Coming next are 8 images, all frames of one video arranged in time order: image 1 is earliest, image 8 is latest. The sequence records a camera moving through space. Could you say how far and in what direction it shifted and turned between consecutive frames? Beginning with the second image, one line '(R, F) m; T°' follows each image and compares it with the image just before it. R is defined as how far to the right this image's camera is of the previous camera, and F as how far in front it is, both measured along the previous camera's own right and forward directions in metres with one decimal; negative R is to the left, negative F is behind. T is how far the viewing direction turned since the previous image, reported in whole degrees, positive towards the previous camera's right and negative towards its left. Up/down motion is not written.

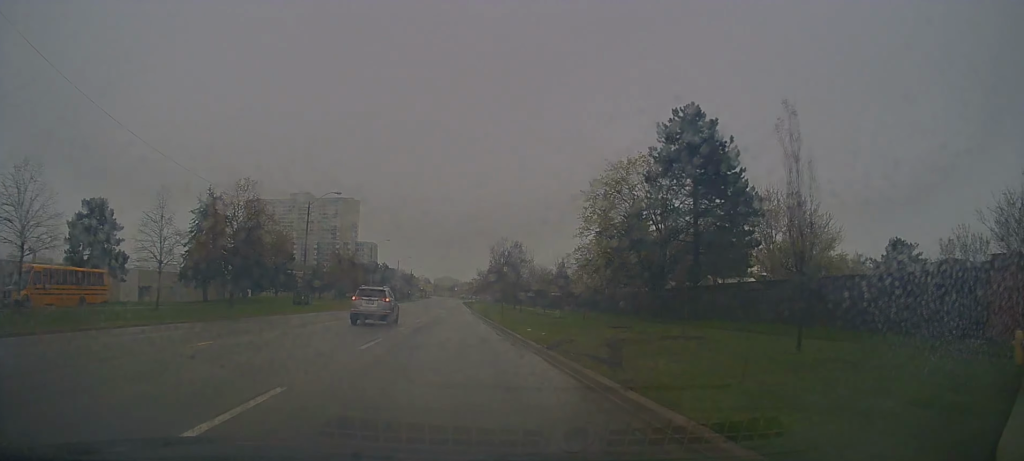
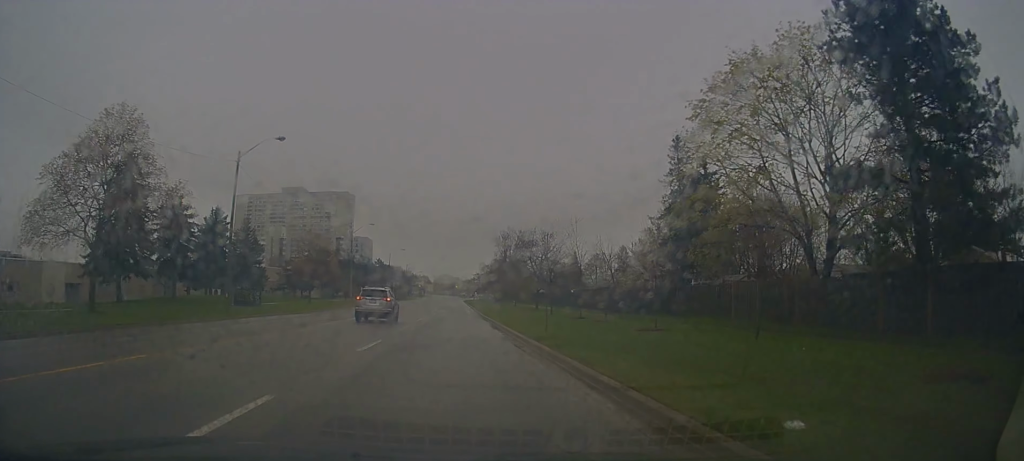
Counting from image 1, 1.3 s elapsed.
(-0.5, +19.3) m; -3°
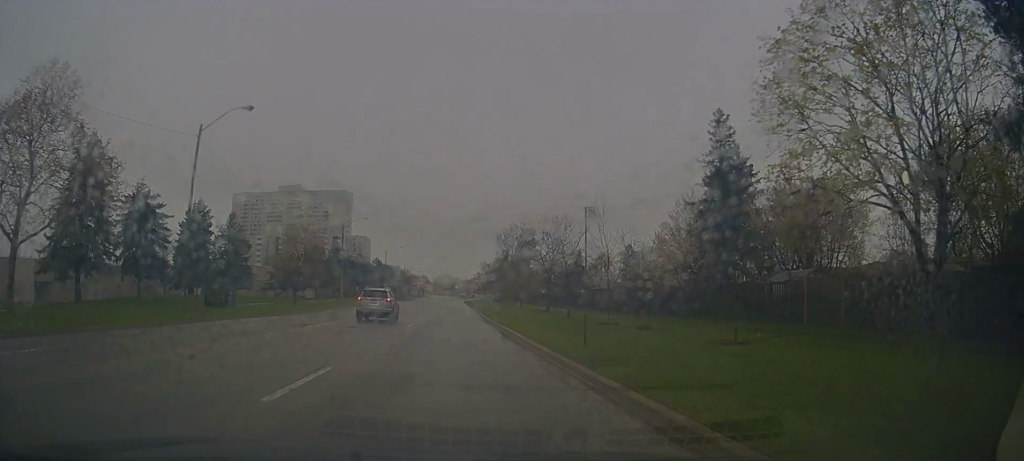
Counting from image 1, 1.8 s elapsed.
(-0.2, +6.6) m; 0°
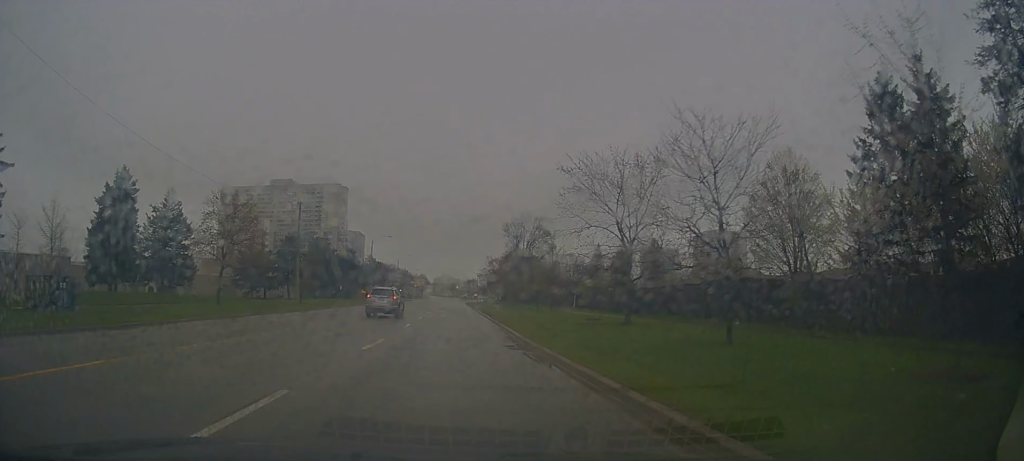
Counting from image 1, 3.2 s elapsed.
(+0.4, +21.3) m; +3°
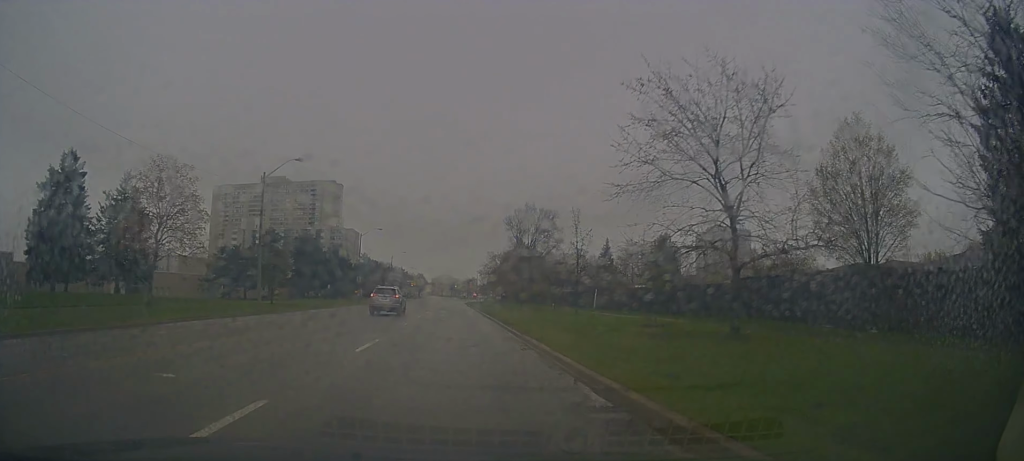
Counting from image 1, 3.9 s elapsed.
(+0.1, +10.5) m; 0°
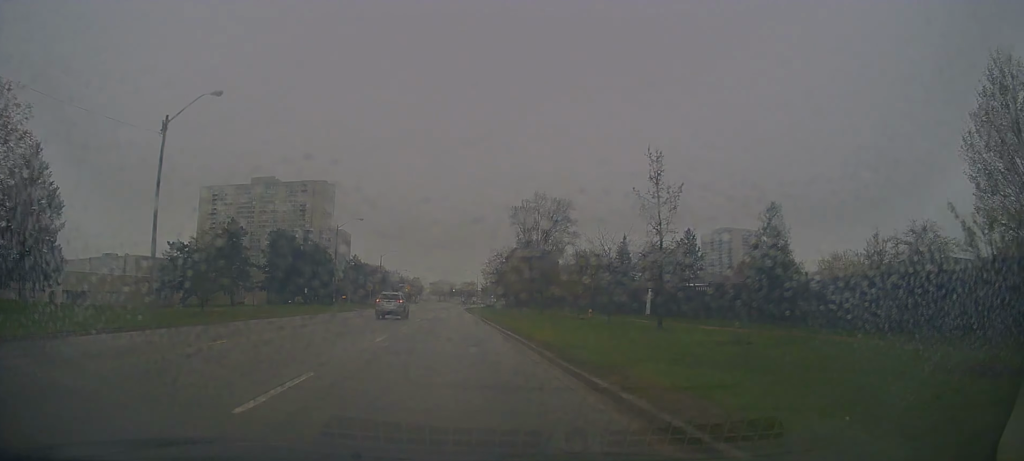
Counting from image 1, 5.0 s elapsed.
(-0.1, +15.5) m; 0°
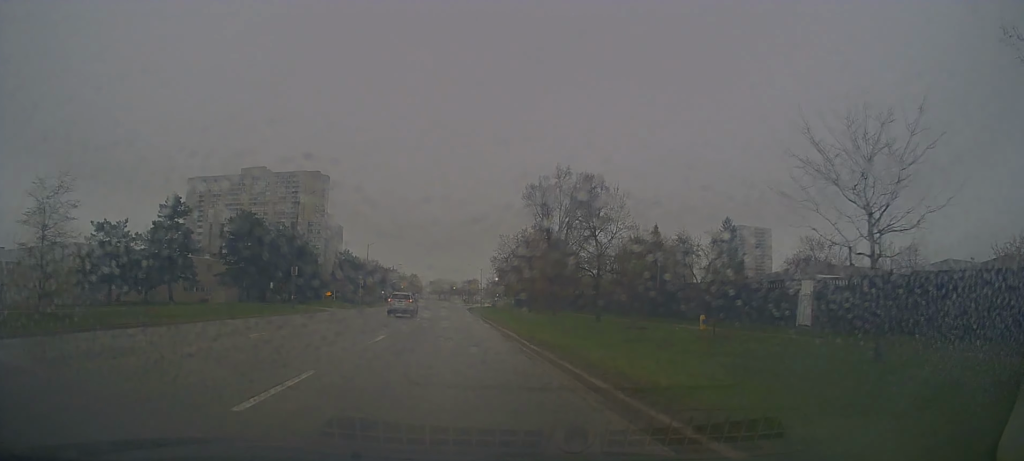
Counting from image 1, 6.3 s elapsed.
(0.0, +18.9) m; -2°
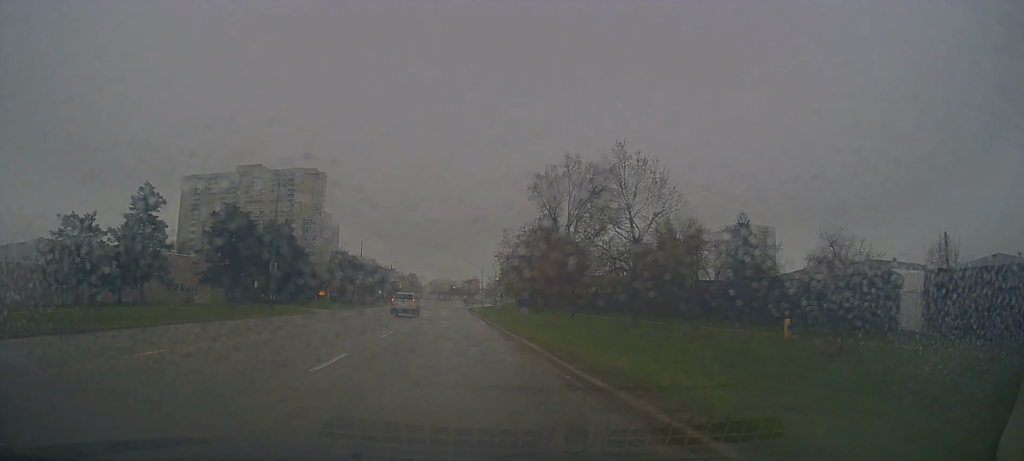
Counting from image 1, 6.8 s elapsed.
(-0.3, +6.5) m; 0°
